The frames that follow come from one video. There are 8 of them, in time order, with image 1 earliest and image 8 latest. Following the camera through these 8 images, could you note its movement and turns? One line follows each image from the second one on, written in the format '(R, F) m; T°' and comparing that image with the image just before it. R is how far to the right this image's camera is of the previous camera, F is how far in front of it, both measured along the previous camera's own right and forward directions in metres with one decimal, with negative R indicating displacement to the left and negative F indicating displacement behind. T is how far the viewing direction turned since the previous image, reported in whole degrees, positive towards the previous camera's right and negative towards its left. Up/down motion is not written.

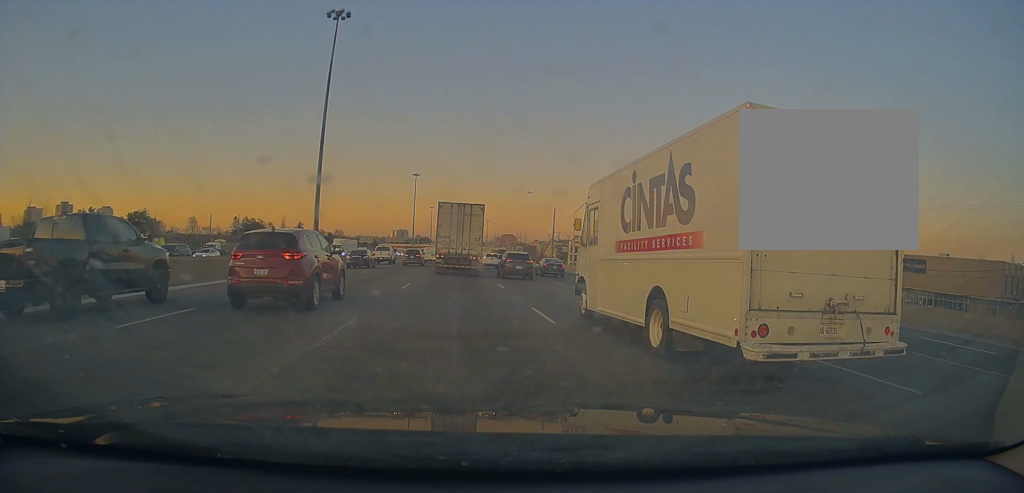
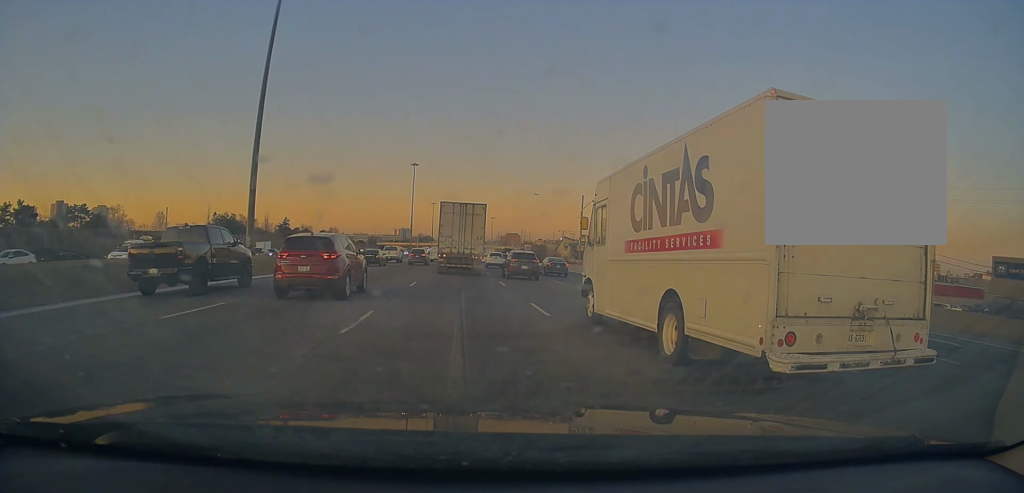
(-0.5, +22.3) m; 0°
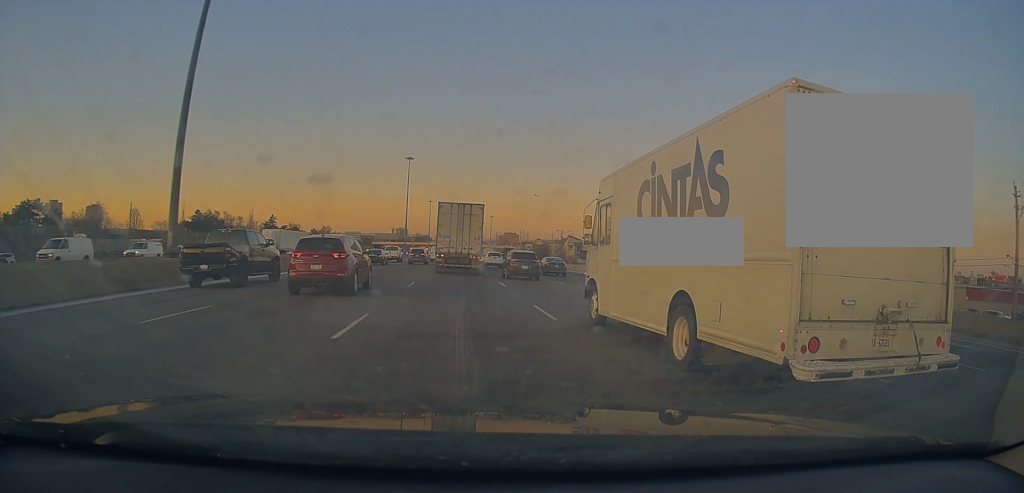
(+0.2, +12.7) m; +1°
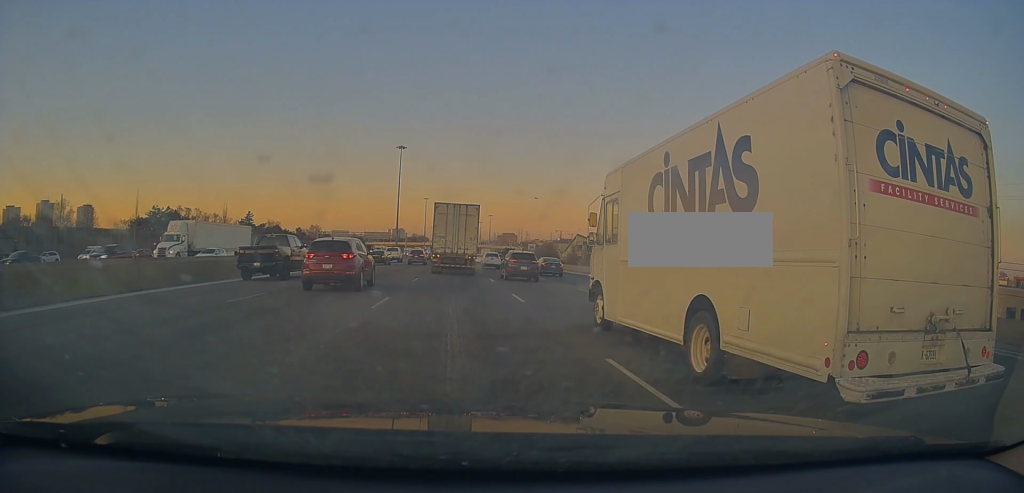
(+0.3, +19.5) m; +1°
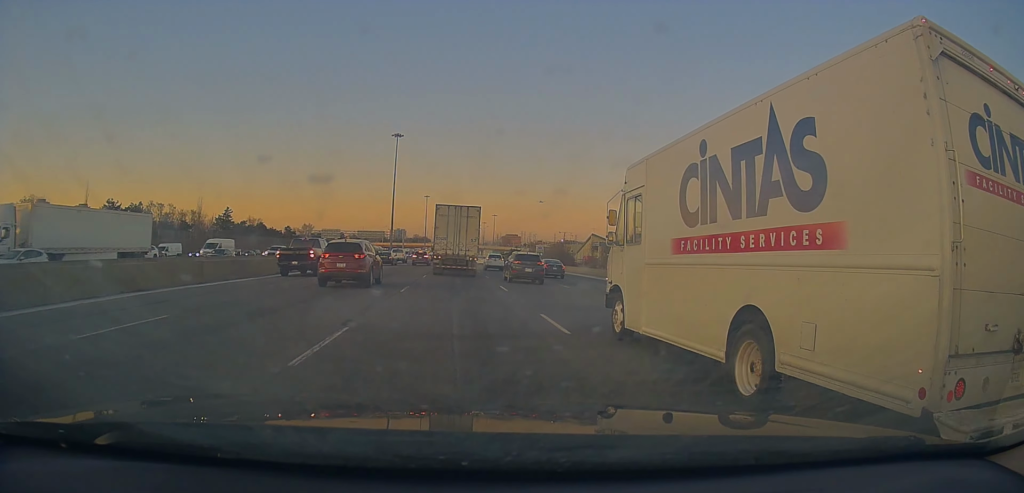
(0.0, +18.0) m; -1°
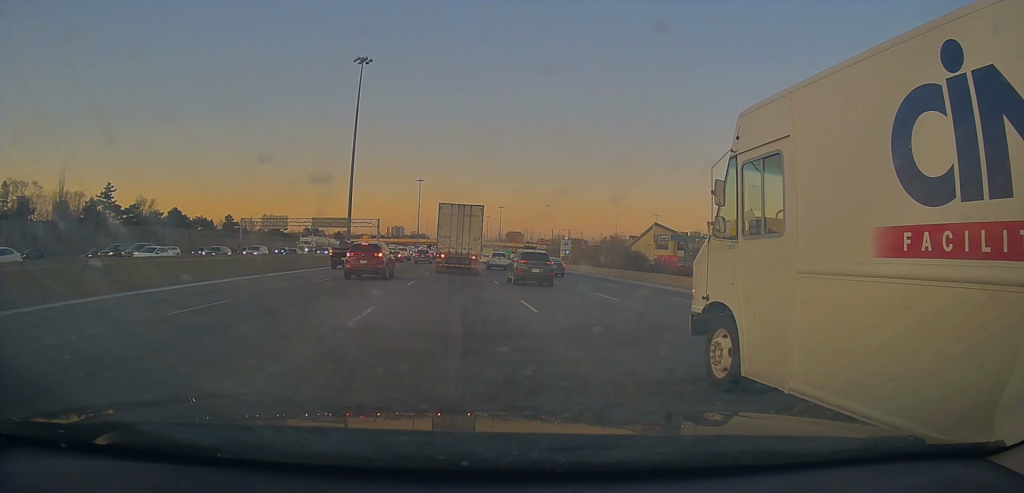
(-0.9, +55.9) m; 0°
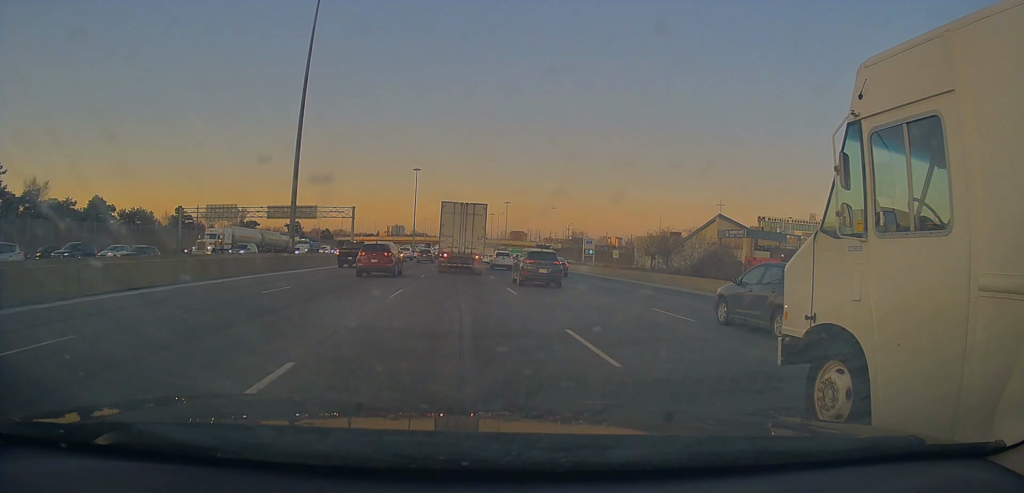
(0.0, +30.1) m; 0°
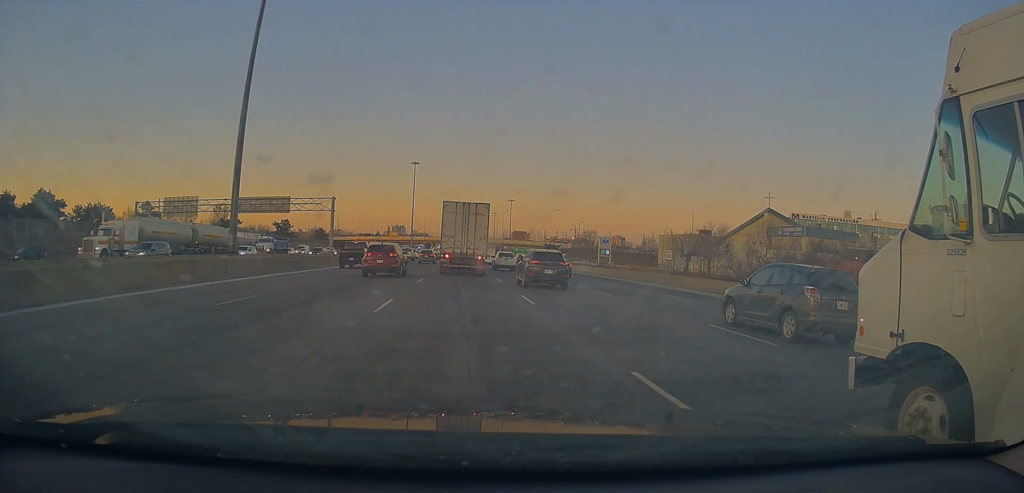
(0.0, +15.5) m; 0°
